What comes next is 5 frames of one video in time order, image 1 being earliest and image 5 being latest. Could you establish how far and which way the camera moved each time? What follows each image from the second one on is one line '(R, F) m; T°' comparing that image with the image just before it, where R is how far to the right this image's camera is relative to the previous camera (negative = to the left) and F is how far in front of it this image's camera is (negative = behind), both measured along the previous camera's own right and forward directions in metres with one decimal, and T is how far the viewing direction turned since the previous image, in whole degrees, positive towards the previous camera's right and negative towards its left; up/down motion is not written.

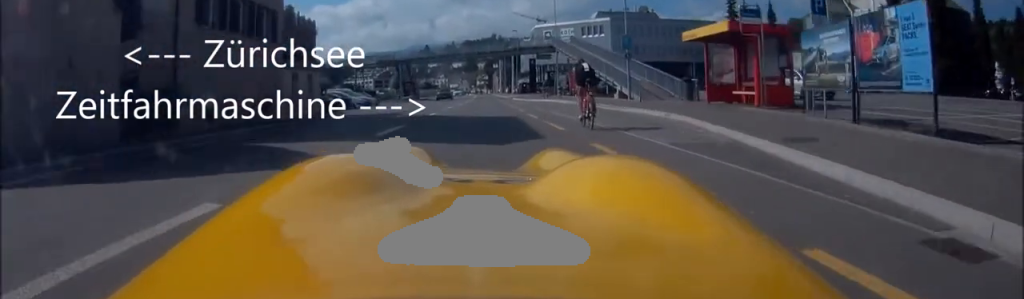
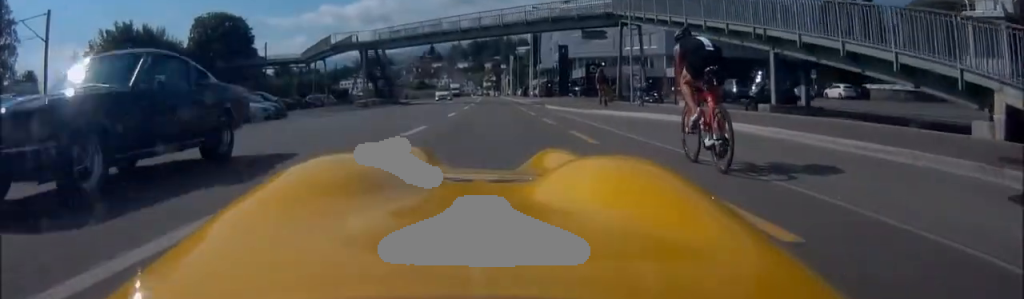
(-0.5, +27.2) m; -1°
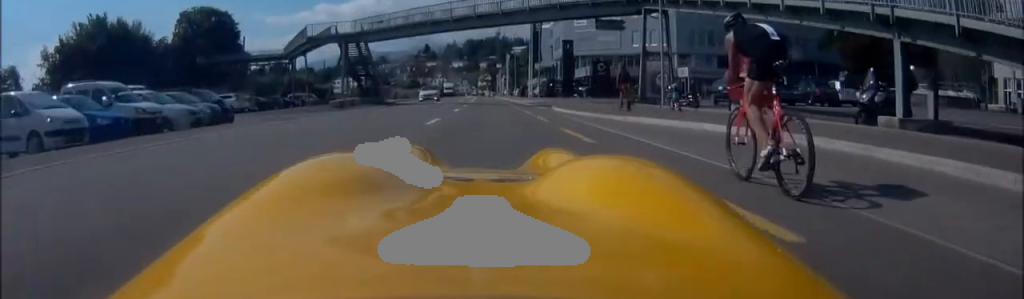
(0.0, +6.1) m; 0°
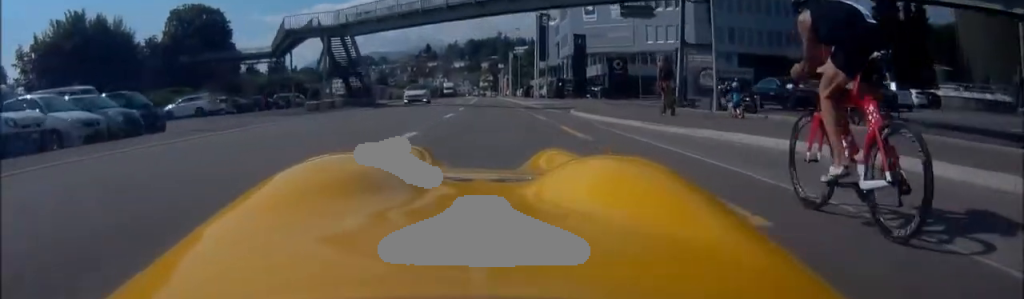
(0.0, +5.7) m; 0°
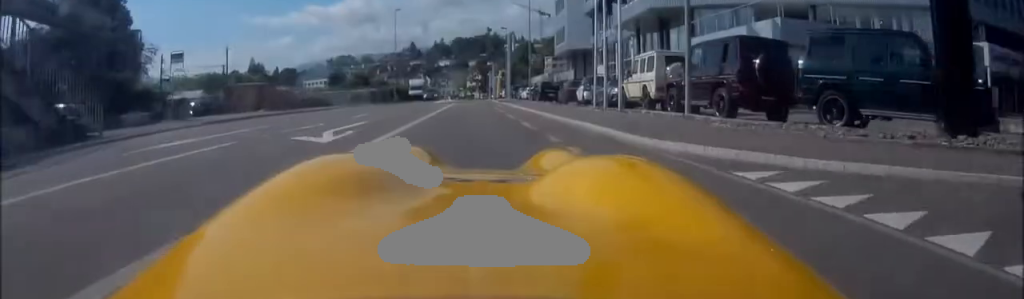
(-0.3, +38.7) m; 0°
